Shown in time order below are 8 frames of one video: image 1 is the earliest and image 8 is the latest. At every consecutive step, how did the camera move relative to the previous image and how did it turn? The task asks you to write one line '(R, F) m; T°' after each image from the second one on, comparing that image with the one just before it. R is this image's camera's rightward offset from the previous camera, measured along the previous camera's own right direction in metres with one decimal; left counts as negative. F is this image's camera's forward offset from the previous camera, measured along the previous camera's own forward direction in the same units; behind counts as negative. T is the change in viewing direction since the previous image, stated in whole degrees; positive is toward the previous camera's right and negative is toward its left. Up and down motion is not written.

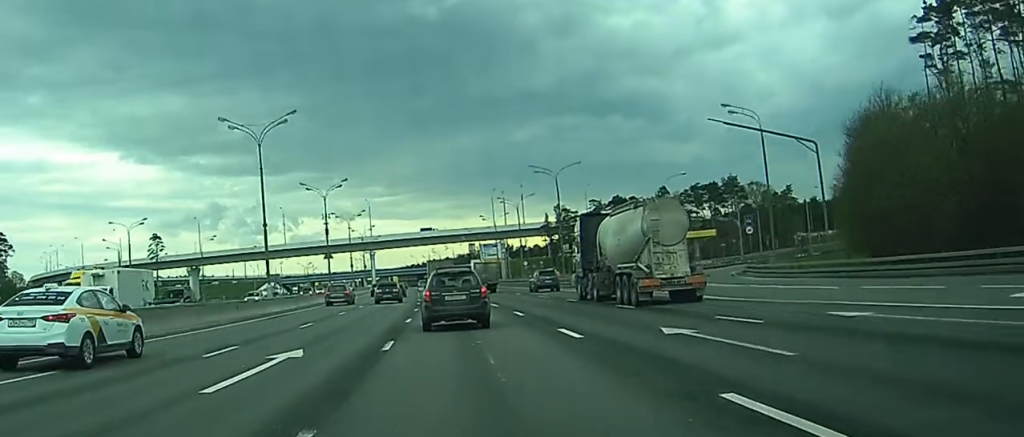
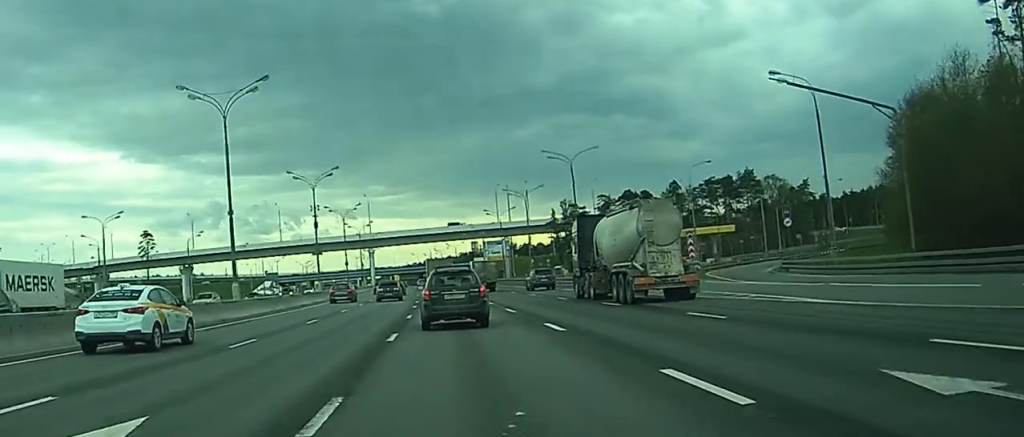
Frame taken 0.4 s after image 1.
(-0.1, +10.1) m; 0°
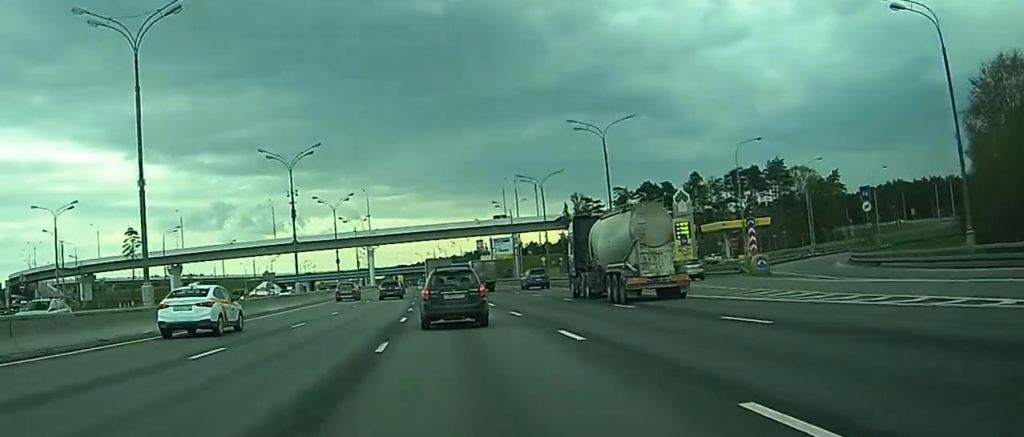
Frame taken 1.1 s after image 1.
(+0.1, +15.5) m; +1°
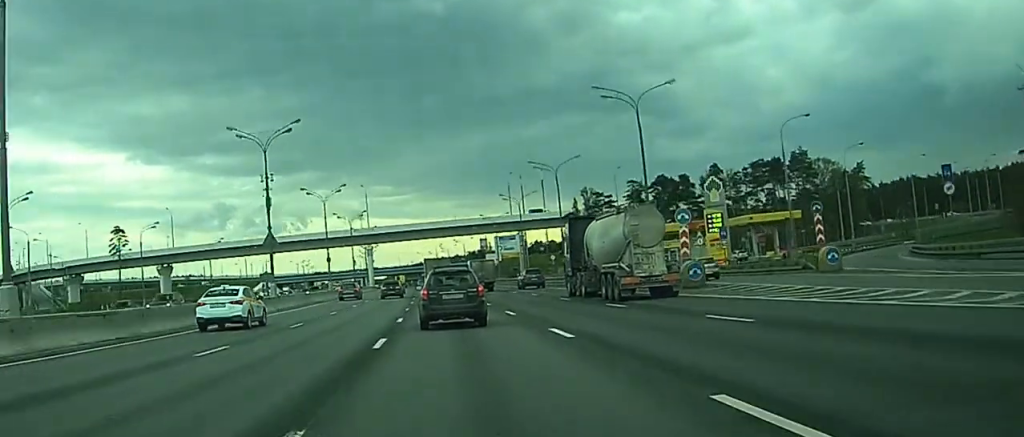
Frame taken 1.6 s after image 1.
(+0.1, +11.6) m; +1°
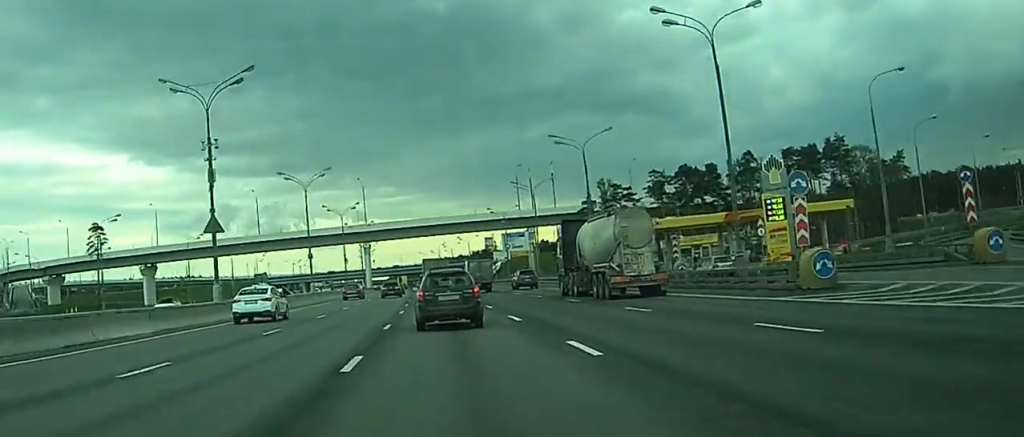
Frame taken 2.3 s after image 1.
(+0.1, +16.2) m; 0°
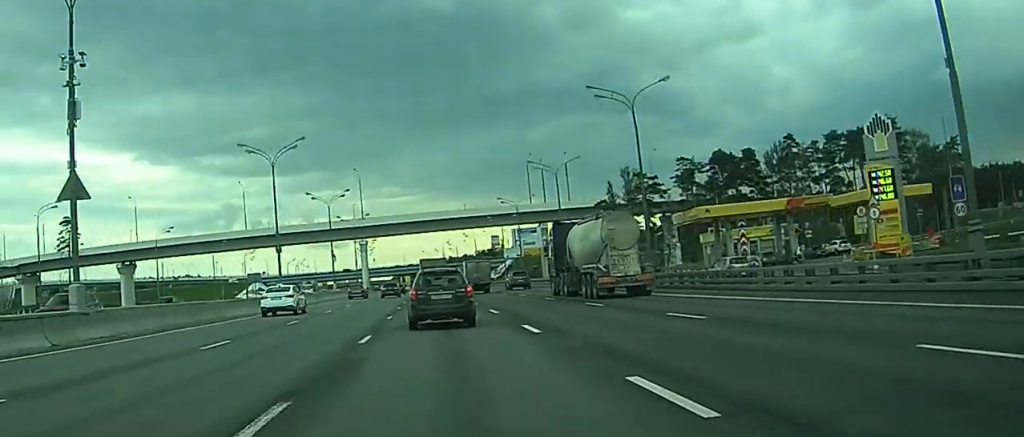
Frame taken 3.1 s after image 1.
(0.0, +18.2) m; 0°
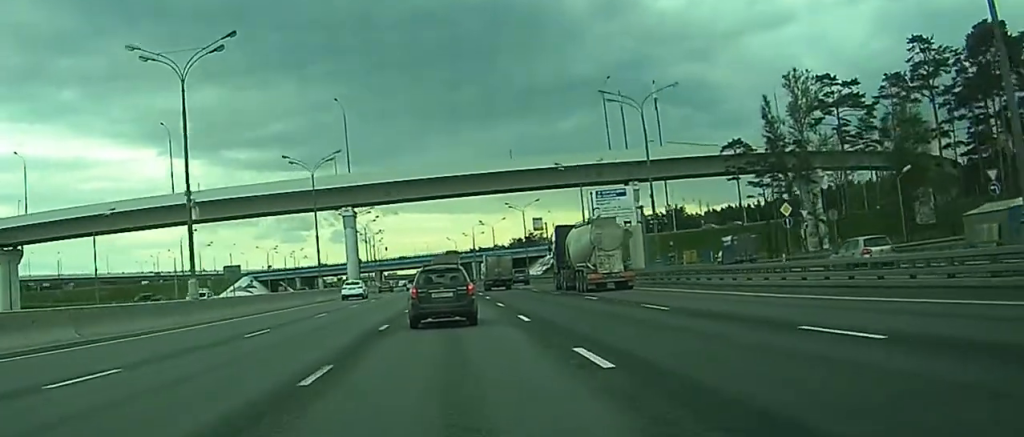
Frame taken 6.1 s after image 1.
(-1.0, +60.0) m; -2°
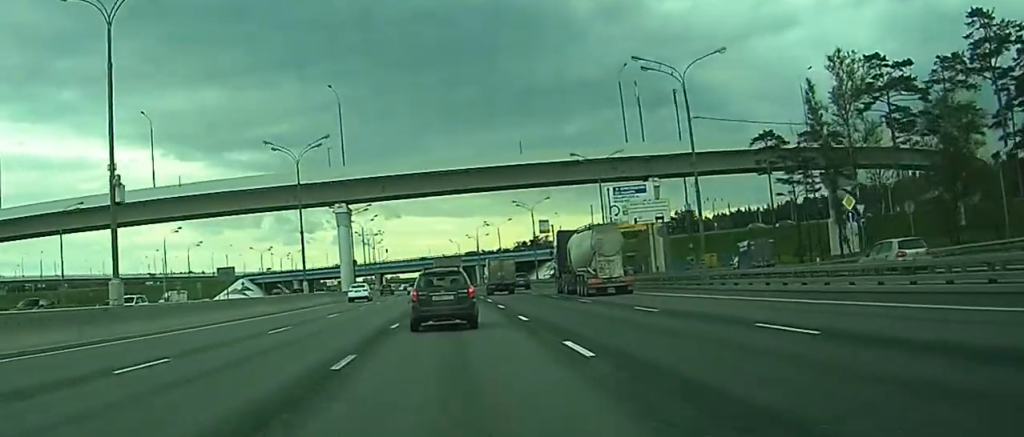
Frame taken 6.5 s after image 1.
(0.0, +7.2) m; 0°
